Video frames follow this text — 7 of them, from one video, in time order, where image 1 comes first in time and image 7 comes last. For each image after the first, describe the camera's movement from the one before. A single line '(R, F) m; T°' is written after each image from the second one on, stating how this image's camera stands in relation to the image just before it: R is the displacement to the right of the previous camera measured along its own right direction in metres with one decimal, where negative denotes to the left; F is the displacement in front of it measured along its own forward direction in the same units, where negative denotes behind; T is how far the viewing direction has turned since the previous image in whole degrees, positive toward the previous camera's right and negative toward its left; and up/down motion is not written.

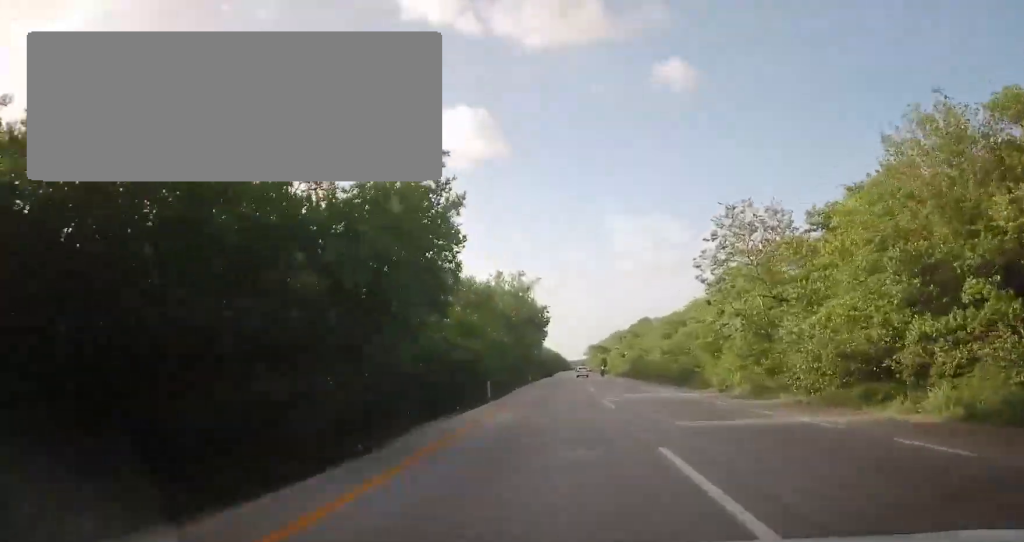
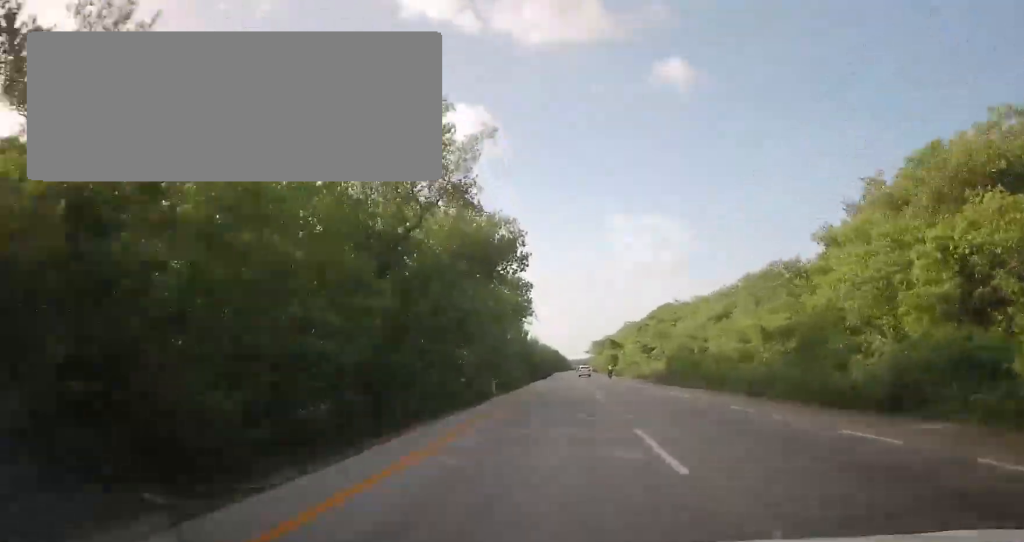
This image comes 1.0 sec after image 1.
(0.0, +27.3) m; 0°
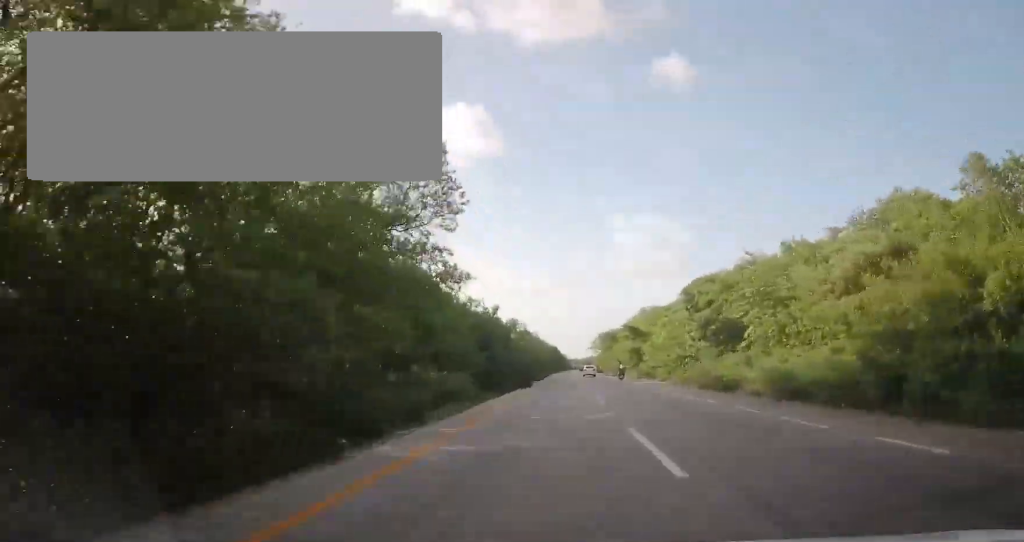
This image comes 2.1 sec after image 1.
(0.0, +30.7) m; 0°
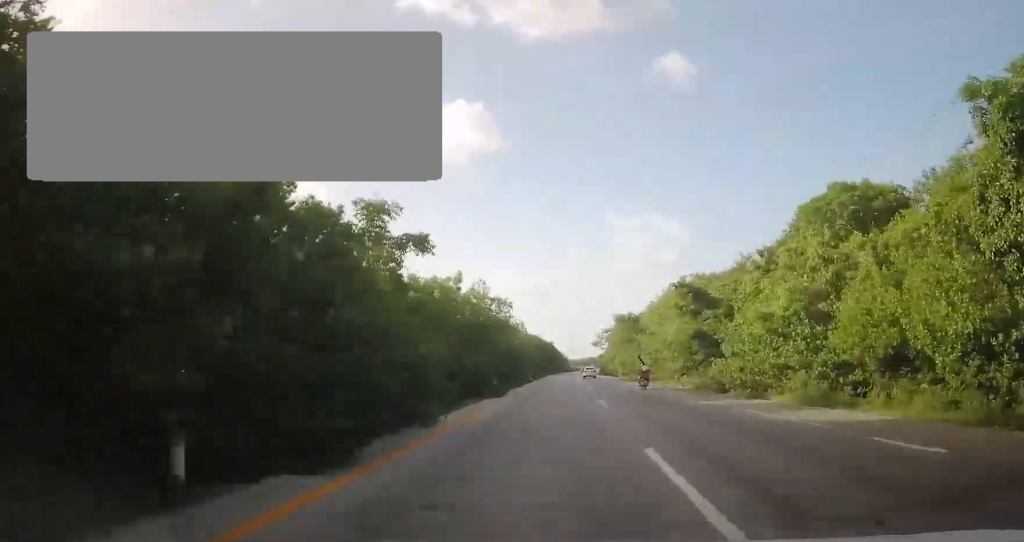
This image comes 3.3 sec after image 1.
(0.0, +33.5) m; 0°
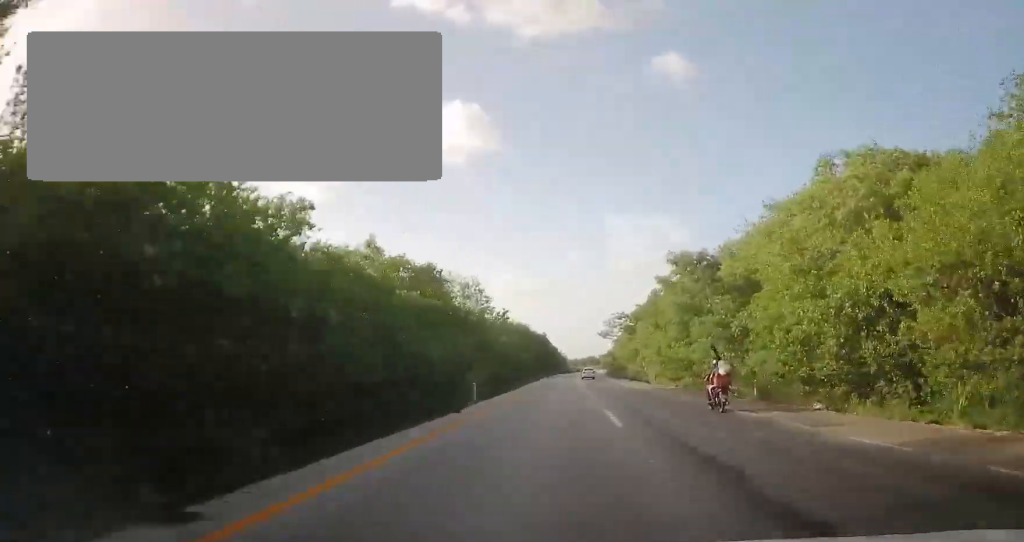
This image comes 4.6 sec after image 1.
(0.0, +35.4) m; 0°
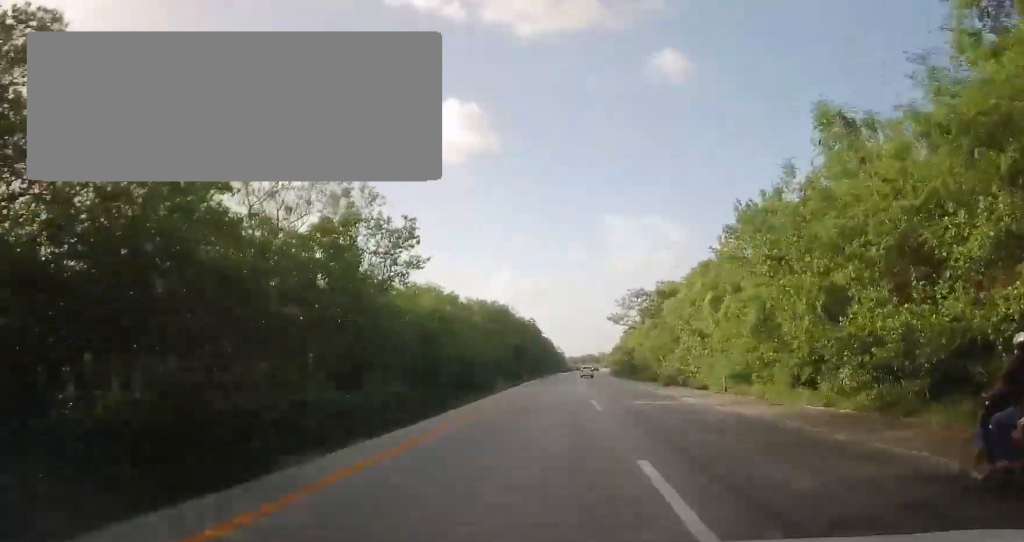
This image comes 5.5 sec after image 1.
(0.0, +25.3) m; 0°
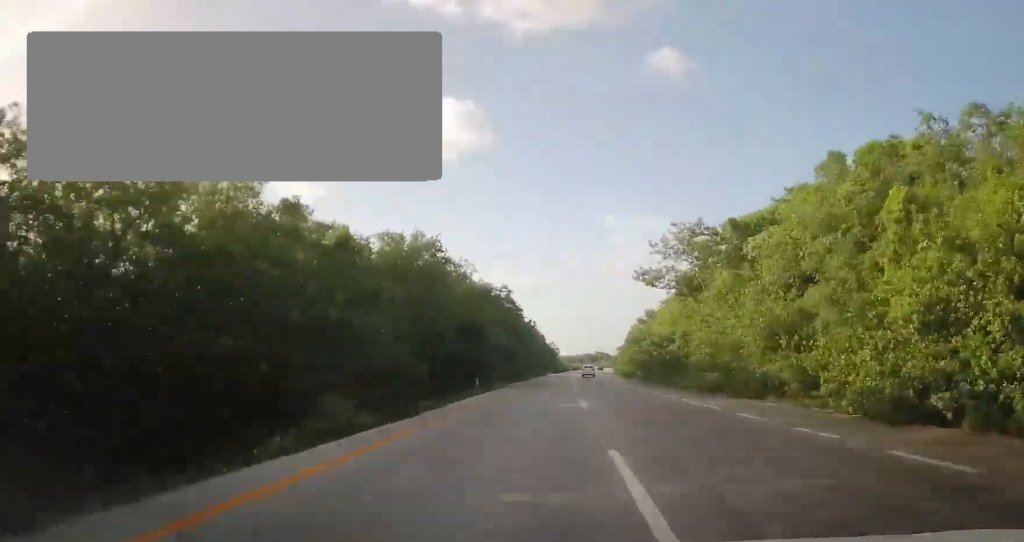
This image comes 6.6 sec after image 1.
(0.0, +29.5) m; 0°
